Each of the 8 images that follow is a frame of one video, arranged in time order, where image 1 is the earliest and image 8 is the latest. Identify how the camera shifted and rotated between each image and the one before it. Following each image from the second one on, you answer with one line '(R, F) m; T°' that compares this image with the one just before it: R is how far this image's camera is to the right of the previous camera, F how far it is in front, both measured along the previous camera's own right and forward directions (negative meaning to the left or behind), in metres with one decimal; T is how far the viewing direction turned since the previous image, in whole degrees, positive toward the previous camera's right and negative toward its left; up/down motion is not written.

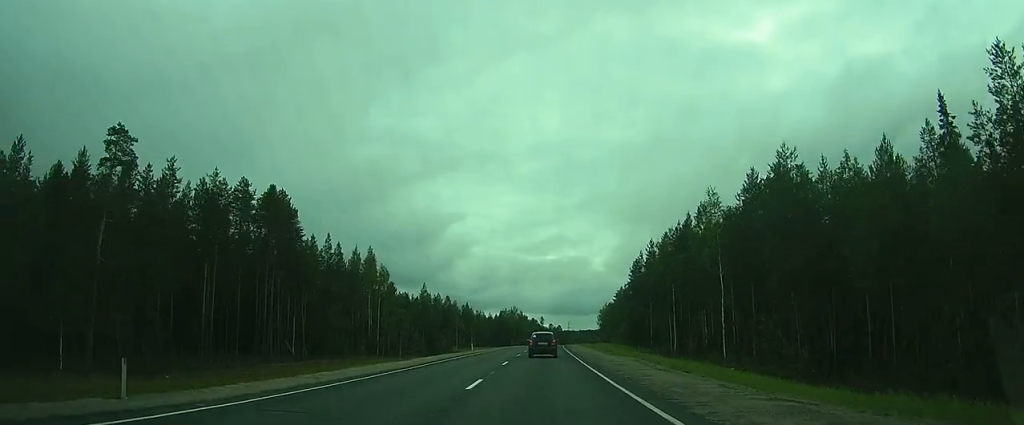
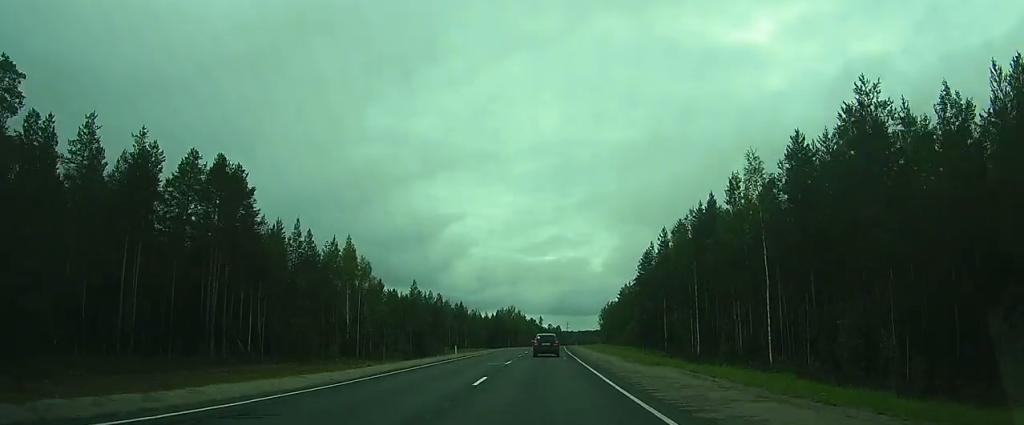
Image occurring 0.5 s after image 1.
(0.0, +10.7) m; 0°
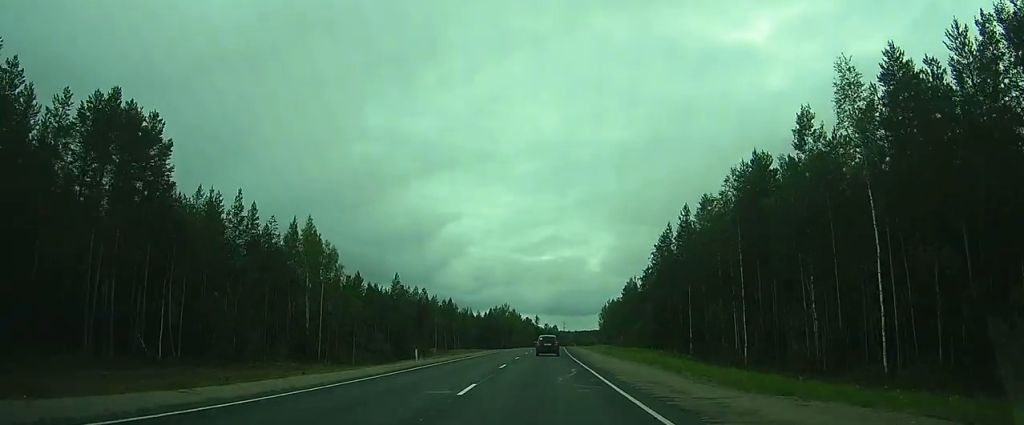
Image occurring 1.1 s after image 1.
(+0.1, +14.4) m; +1°
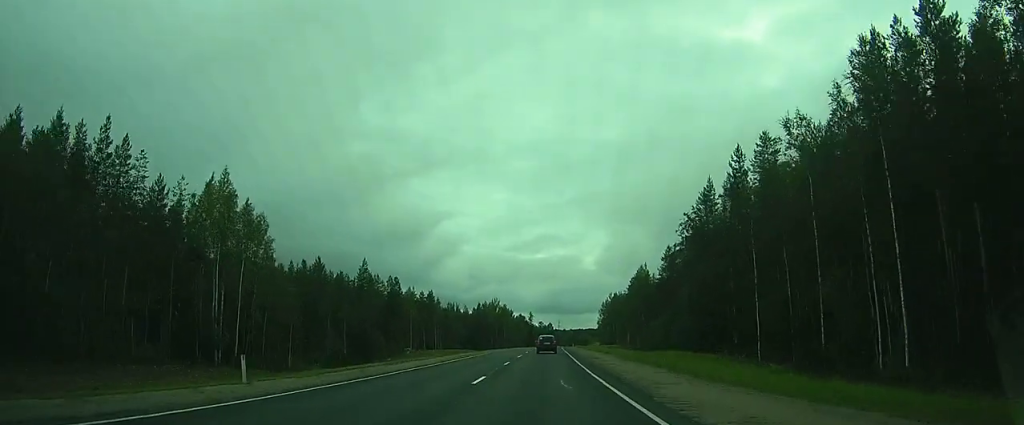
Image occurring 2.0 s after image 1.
(+0.1, +20.5) m; 0°
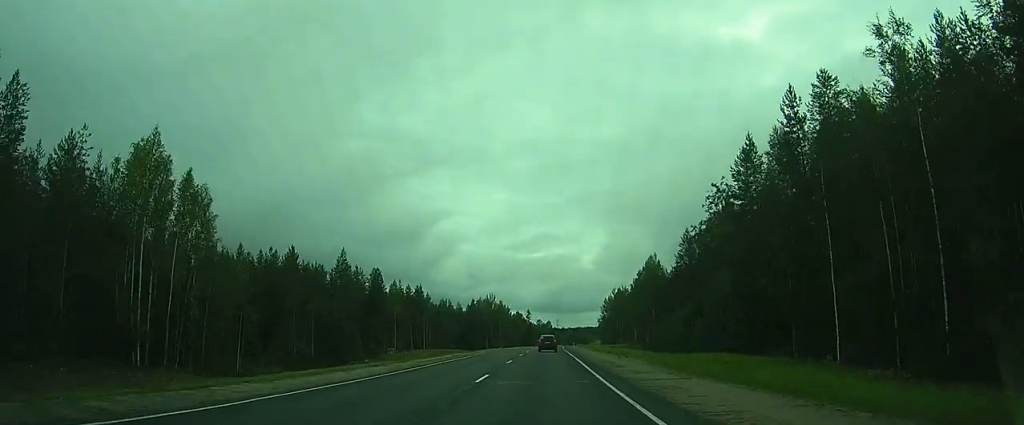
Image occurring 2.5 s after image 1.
(0.0, +11.4) m; 0°
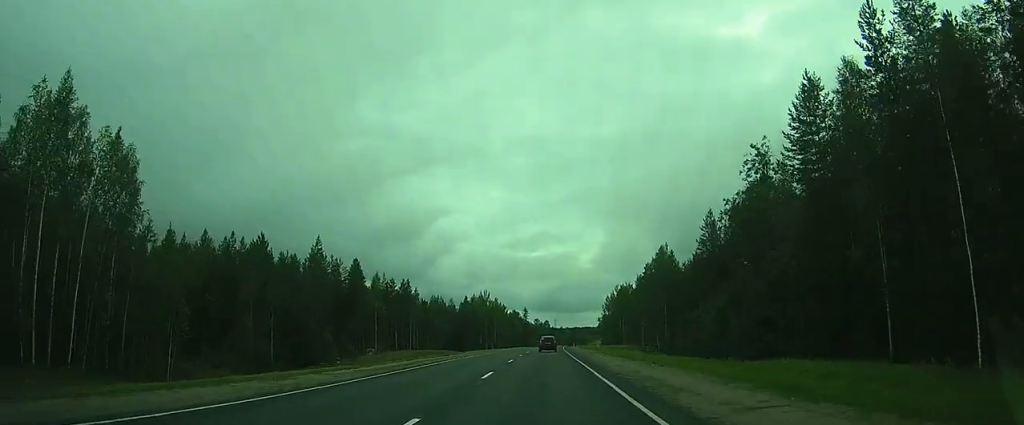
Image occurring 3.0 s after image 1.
(0.0, +10.6) m; 0°
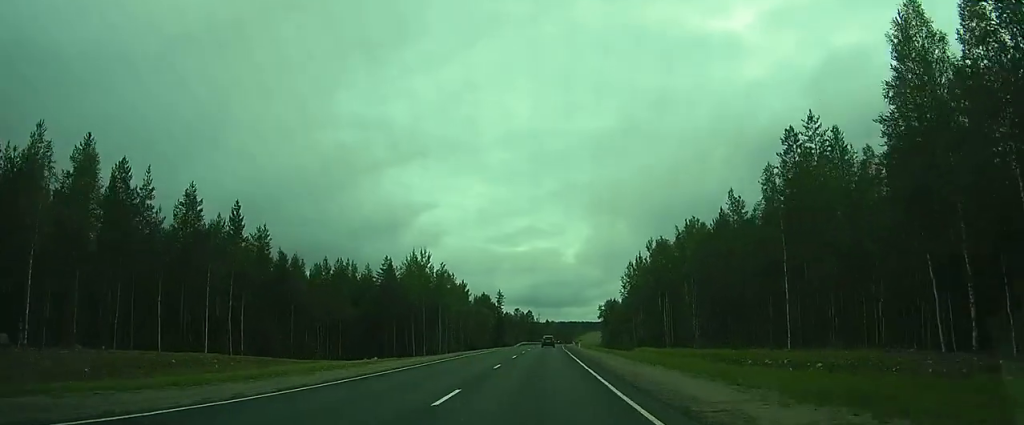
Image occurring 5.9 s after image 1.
(+0.7, +66.1) m; +2°
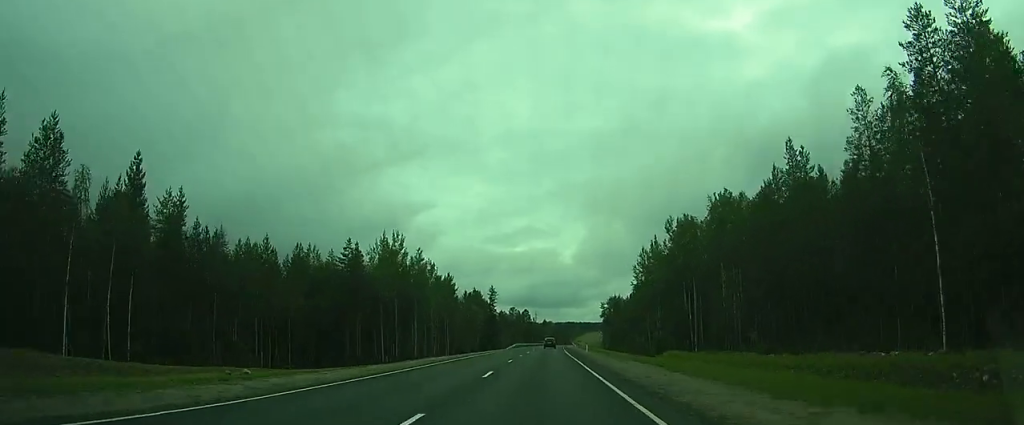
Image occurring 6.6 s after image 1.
(+0.2, +16.1) m; +1°
